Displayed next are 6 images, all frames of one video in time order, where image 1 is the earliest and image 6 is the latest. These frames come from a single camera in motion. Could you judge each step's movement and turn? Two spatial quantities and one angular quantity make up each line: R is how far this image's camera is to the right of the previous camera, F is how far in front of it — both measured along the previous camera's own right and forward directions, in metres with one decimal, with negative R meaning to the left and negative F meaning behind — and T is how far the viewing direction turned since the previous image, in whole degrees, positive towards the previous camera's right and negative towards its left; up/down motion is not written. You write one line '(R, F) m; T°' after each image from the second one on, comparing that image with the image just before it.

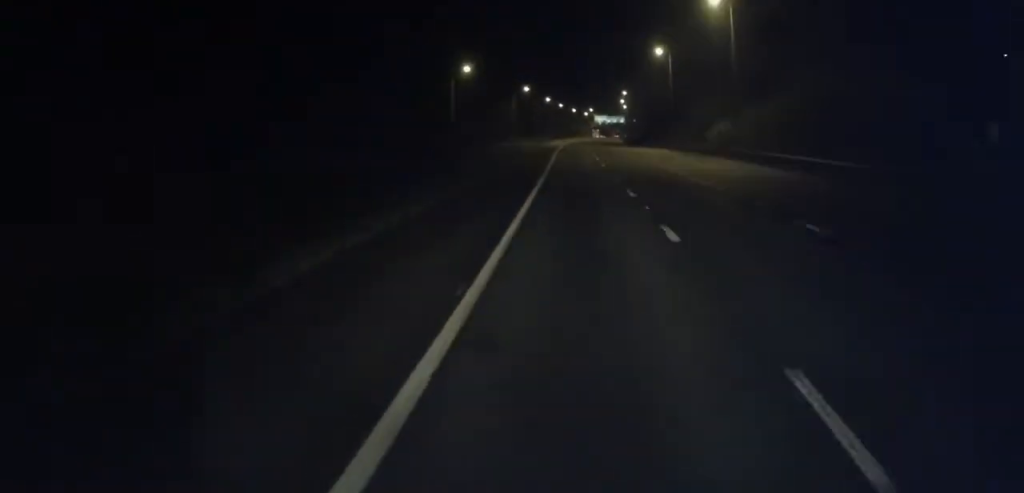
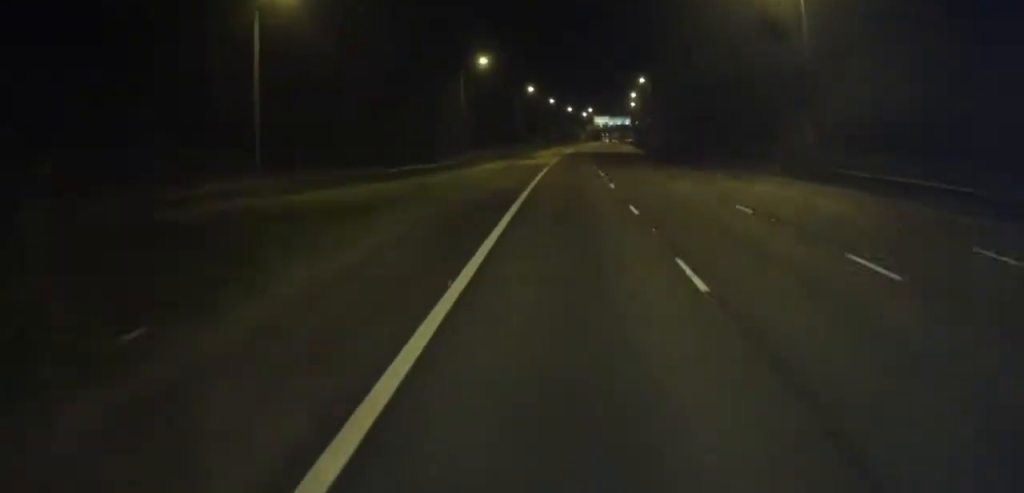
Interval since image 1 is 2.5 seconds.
(-0.5, +59.7) m; 0°
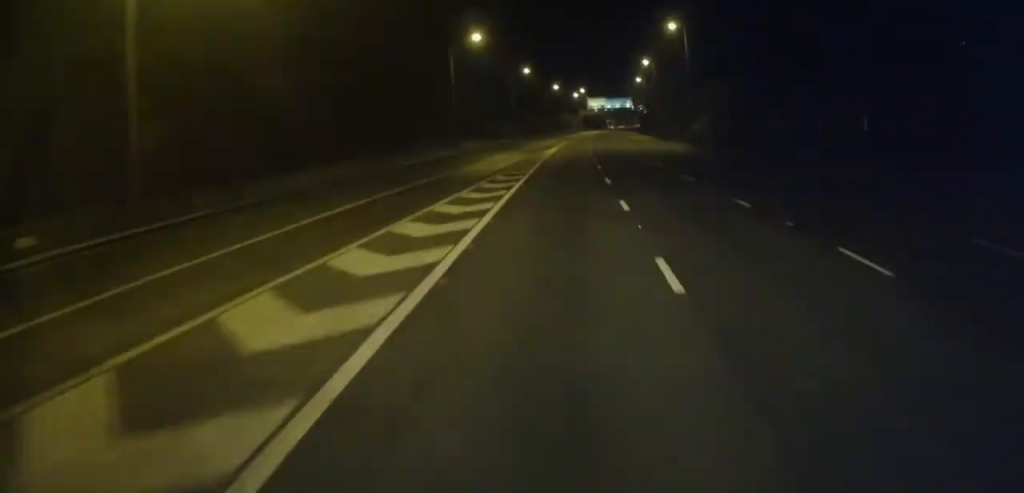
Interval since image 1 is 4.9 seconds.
(-0.1, +56.4) m; +1°
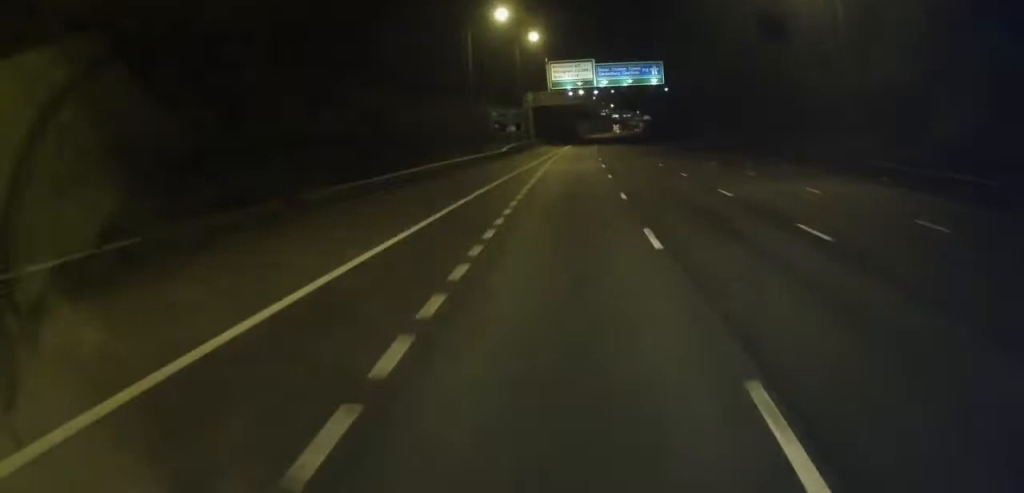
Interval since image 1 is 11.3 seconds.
(+5.1, +149.8) m; +4°
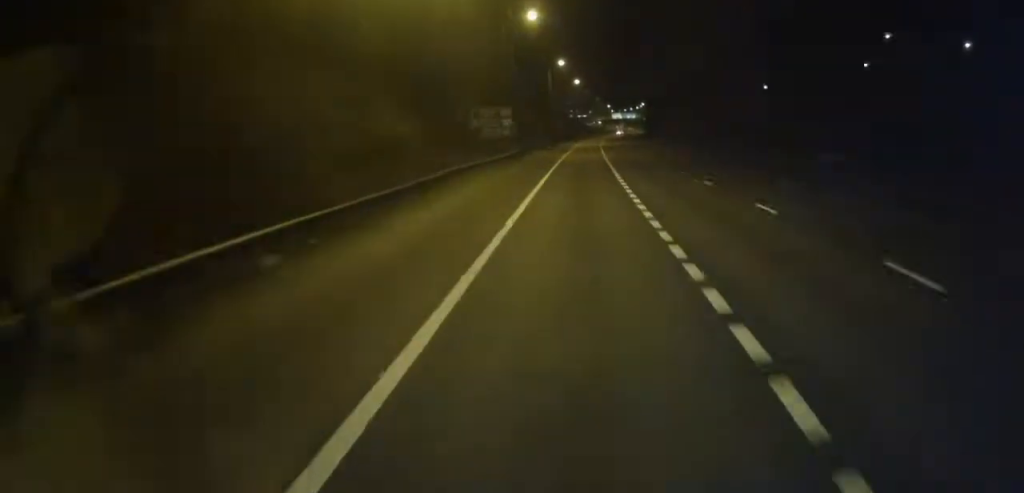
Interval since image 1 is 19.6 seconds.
(+7.6, +193.9) m; +5°
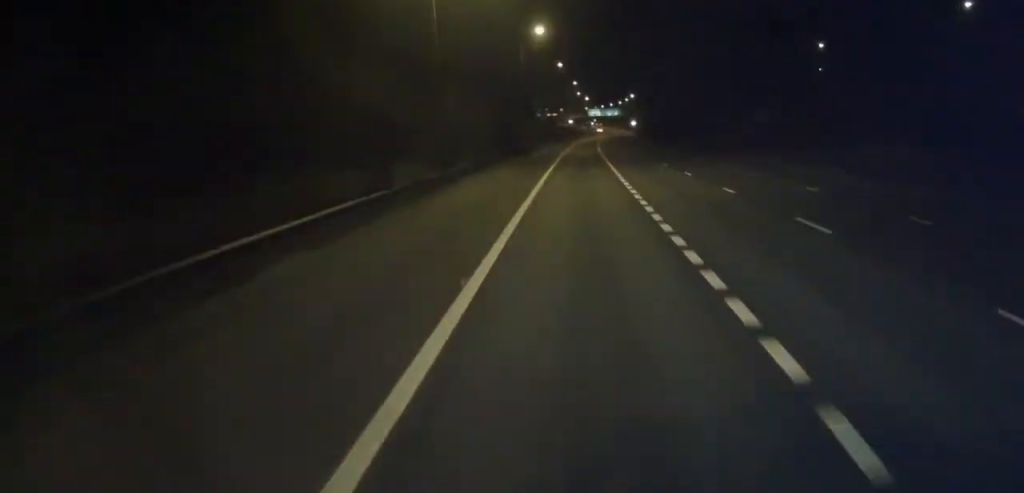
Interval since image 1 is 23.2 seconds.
(+1.6, +85.0) m; +2°
